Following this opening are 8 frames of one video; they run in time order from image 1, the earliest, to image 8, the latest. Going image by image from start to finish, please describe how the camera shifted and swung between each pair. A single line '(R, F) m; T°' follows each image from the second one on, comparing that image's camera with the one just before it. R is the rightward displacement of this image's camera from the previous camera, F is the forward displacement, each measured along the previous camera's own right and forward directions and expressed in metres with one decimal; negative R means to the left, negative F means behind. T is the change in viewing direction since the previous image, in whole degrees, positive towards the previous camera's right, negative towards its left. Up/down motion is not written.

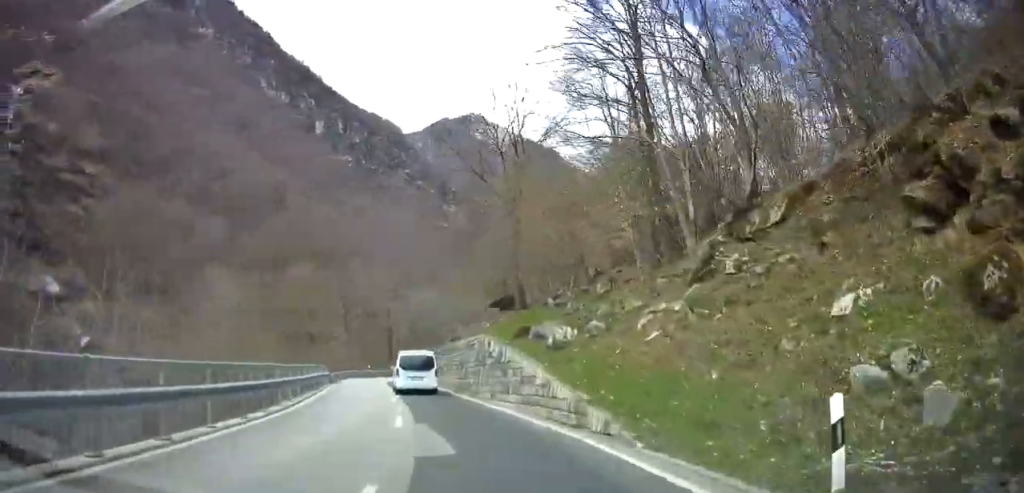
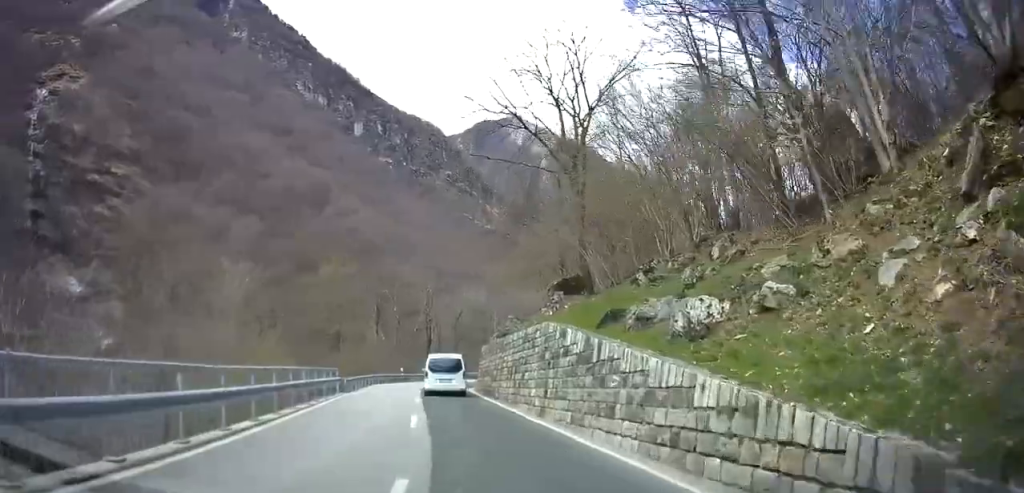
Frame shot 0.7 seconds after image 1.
(-0.2, +8.8) m; -2°
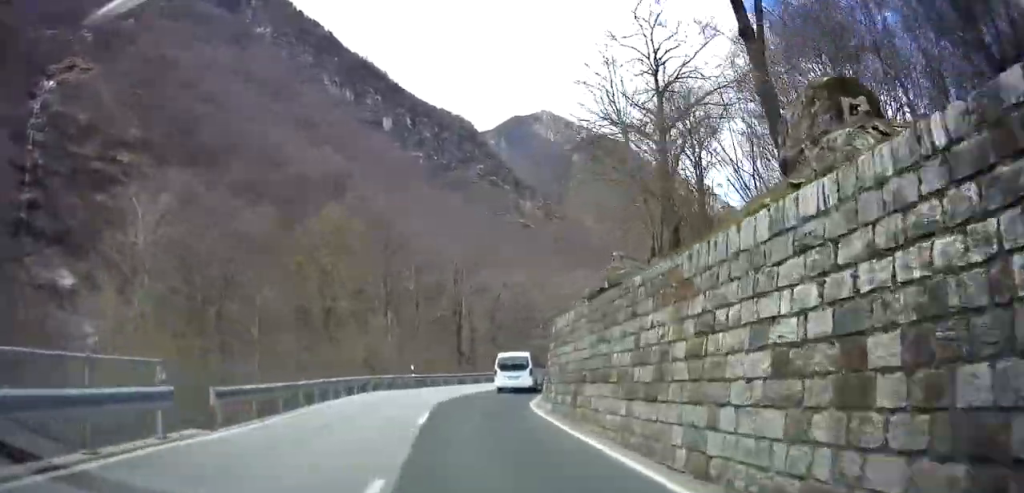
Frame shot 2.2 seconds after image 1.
(-0.6, +18.1) m; -3°
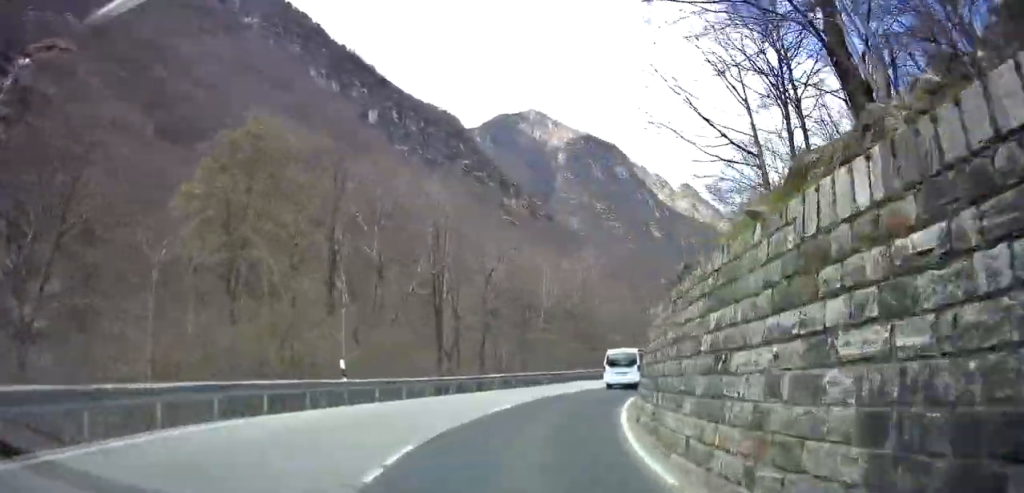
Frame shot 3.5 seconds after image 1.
(+0.1, +15.7) m; +4°
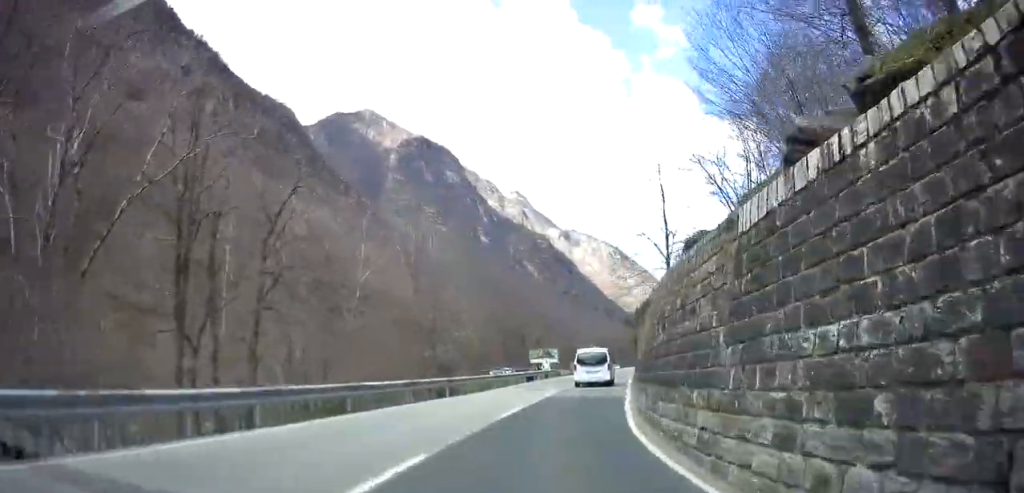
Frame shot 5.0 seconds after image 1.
(+2.0, +18.0) m; +14°
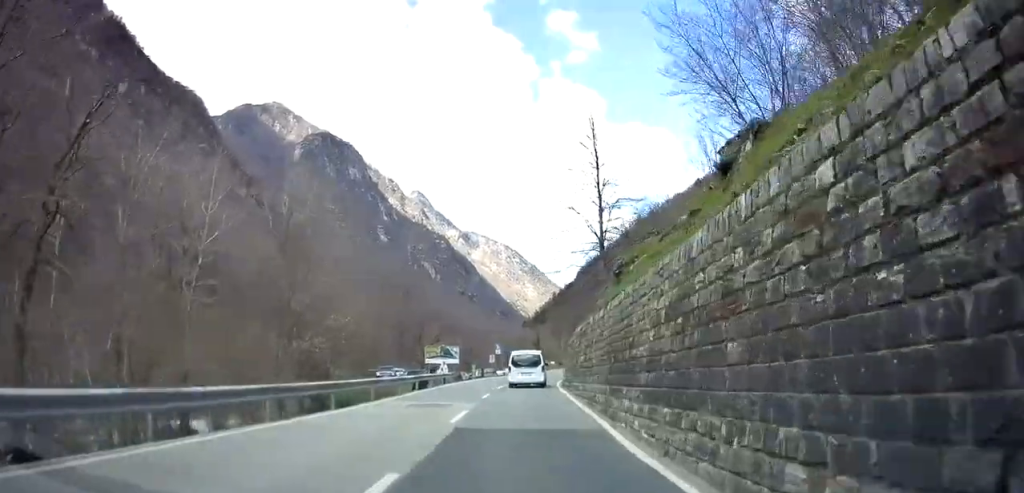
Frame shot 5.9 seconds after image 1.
(+0.8, +10.3) m; +8°
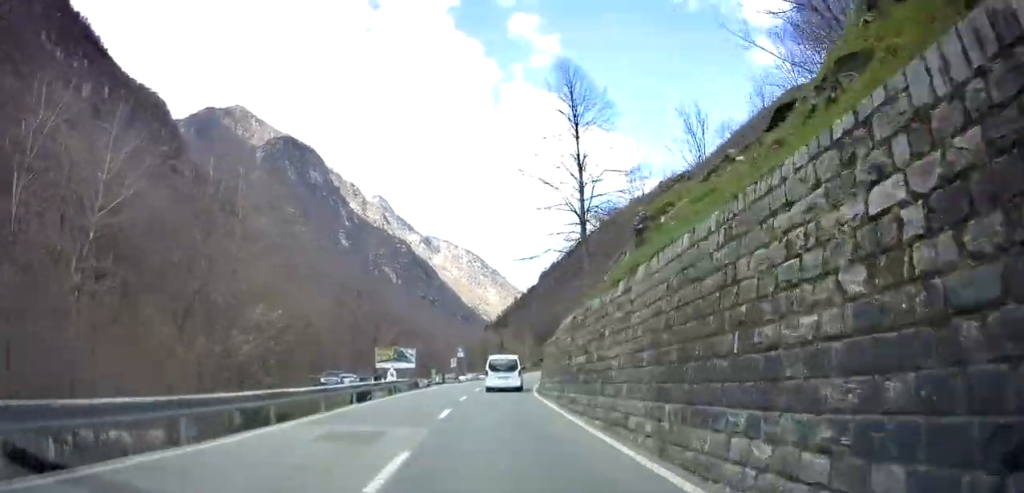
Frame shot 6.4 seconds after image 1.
(+0.1, +6.3) m; +4°
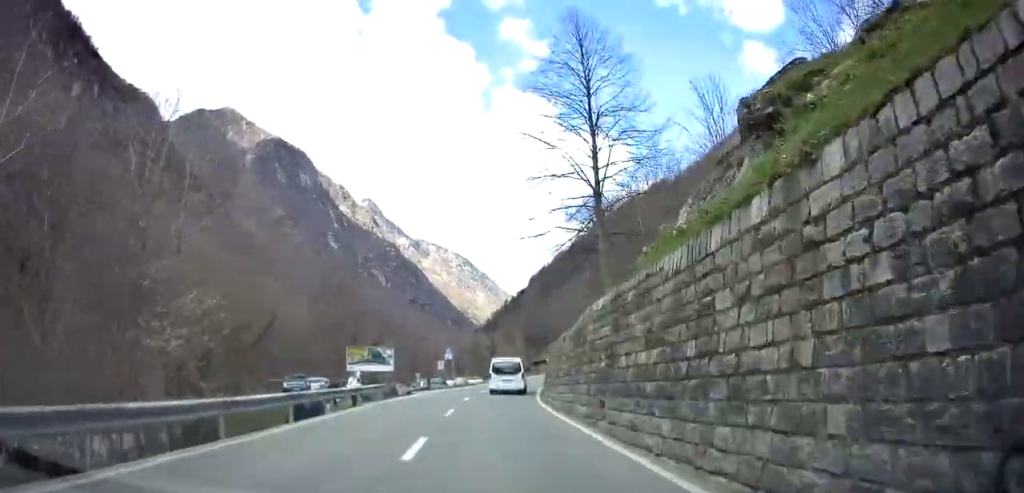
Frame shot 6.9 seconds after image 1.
(+0.4, +6.7) m; +2°
